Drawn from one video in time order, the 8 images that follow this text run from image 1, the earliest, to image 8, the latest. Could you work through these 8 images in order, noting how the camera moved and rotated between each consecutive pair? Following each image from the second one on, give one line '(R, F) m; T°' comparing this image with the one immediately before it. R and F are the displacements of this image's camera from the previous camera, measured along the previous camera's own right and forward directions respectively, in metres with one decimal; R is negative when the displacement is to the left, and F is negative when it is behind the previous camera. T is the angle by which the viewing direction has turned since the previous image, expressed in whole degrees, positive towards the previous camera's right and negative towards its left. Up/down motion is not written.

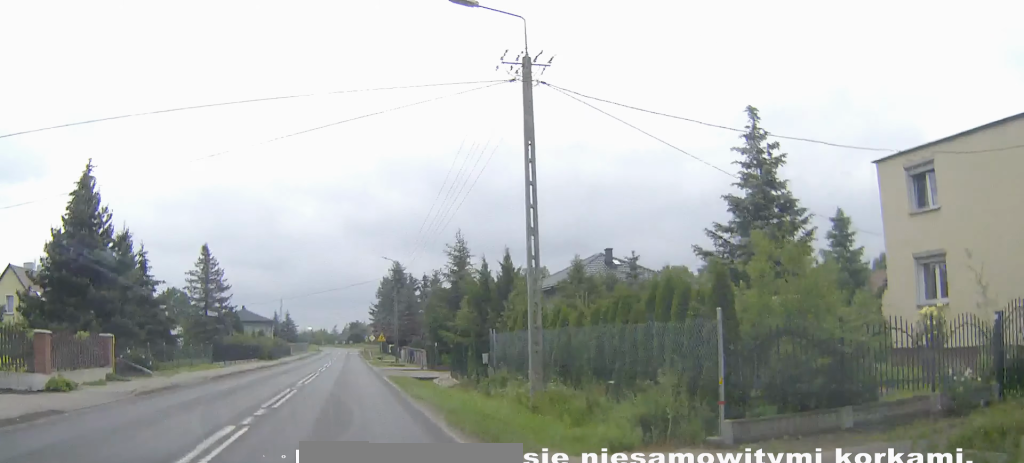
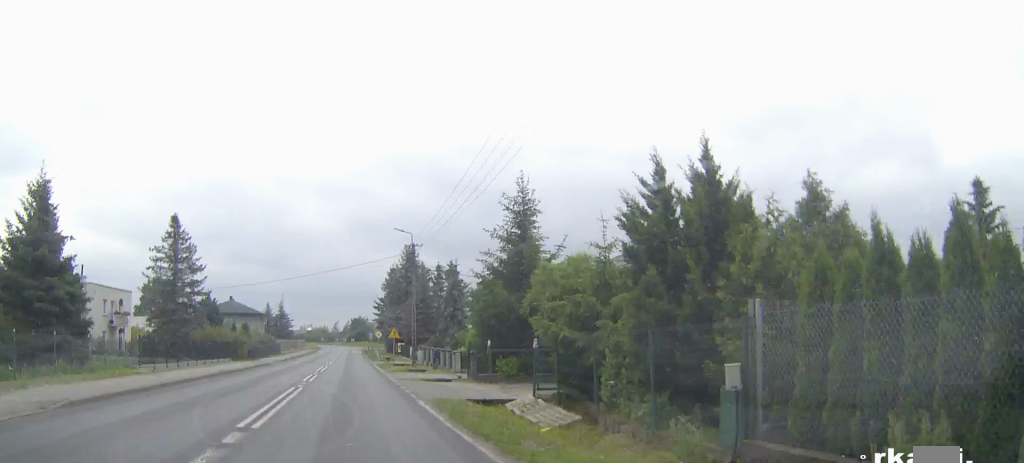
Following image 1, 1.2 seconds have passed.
(-0.1, +15.4) m; 0°
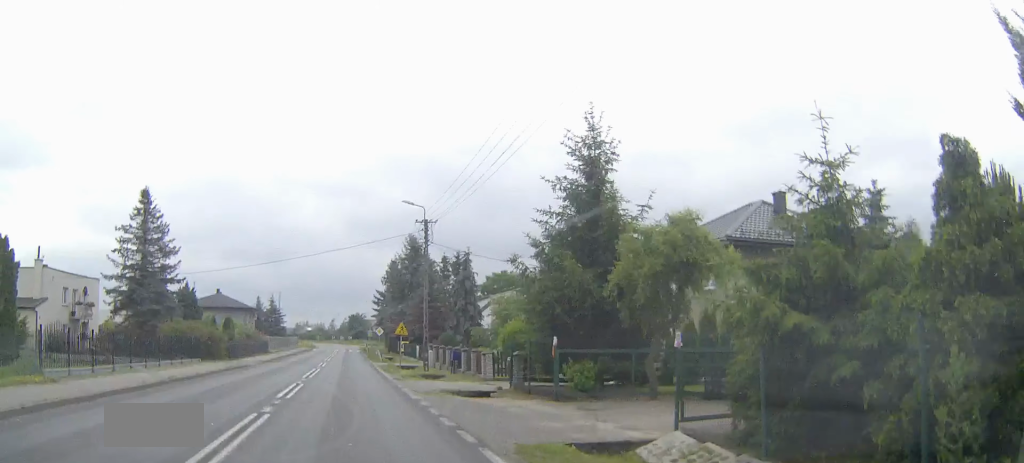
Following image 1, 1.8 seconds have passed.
(0.0, +8.6) m; 0°
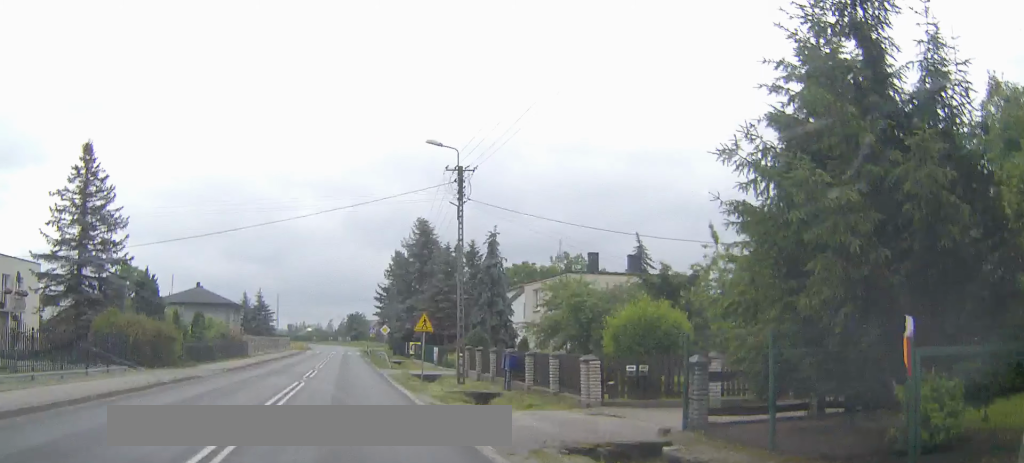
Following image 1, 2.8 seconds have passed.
(0.0, +13.0) m; 0°
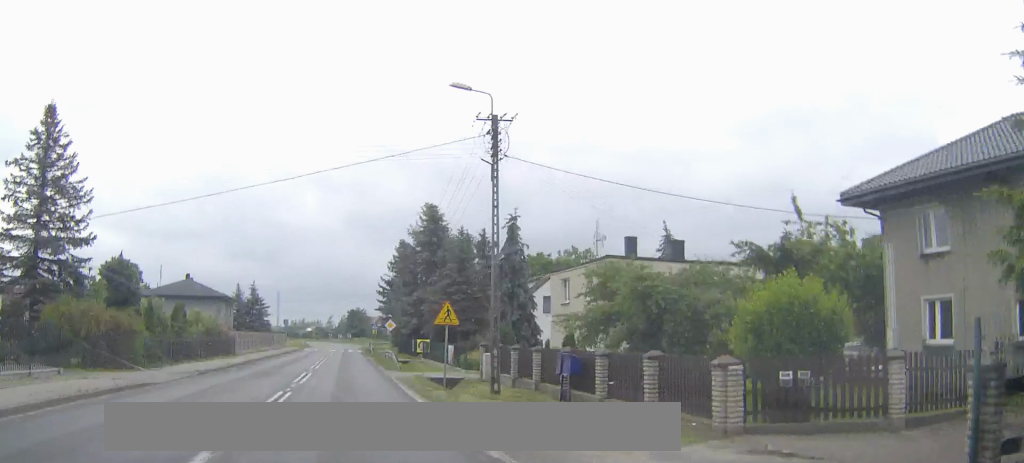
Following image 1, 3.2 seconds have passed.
(0.0, +6.0) m; 0°
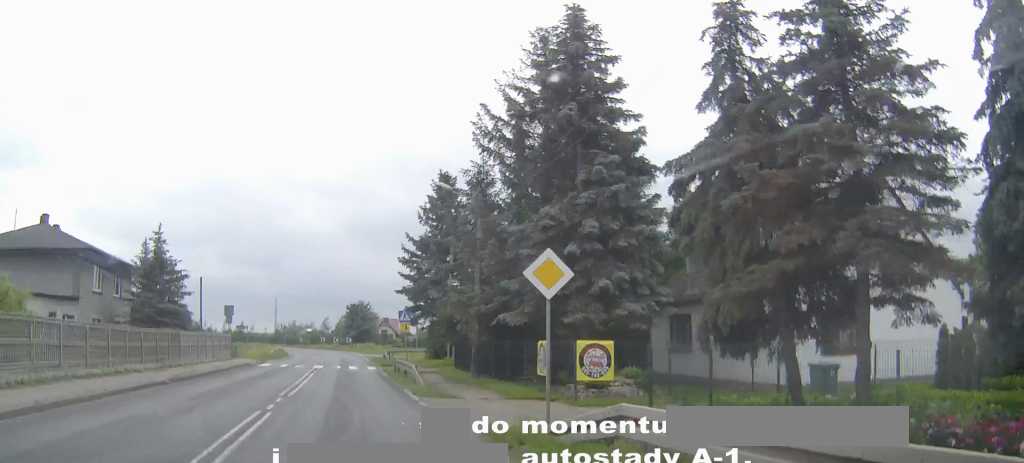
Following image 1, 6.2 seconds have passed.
(+0.3, +41.2) m; +1°
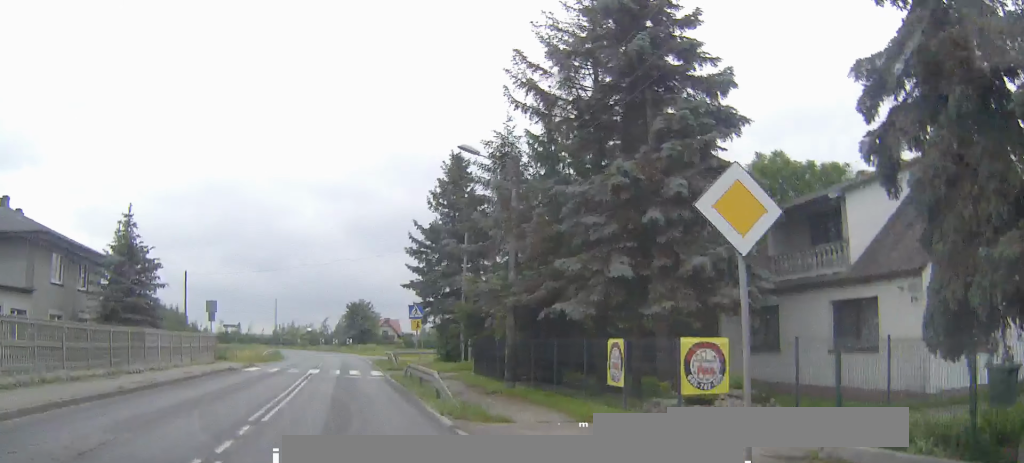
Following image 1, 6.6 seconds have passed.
(0.0, +6.0) m; 0°
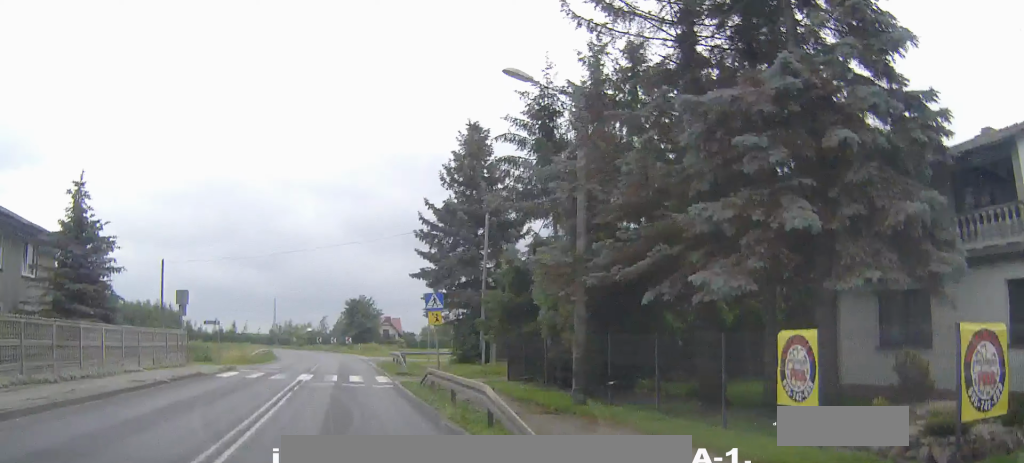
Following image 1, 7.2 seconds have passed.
(0.0, +7.1) m; 0°
